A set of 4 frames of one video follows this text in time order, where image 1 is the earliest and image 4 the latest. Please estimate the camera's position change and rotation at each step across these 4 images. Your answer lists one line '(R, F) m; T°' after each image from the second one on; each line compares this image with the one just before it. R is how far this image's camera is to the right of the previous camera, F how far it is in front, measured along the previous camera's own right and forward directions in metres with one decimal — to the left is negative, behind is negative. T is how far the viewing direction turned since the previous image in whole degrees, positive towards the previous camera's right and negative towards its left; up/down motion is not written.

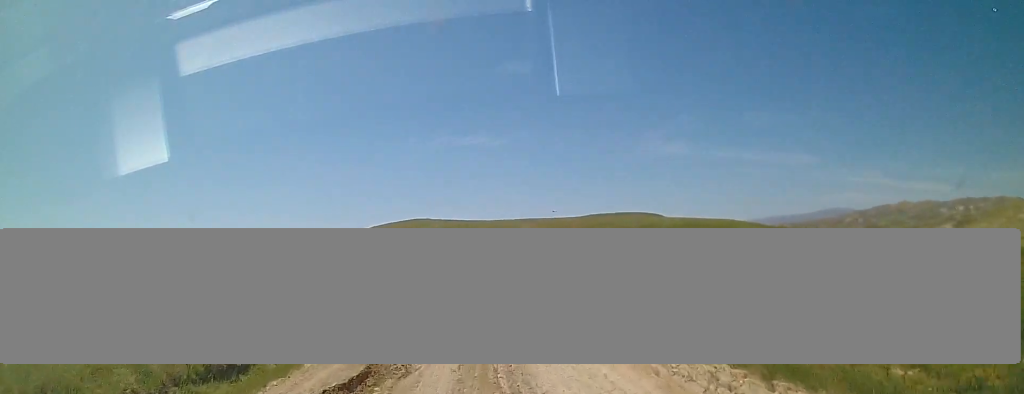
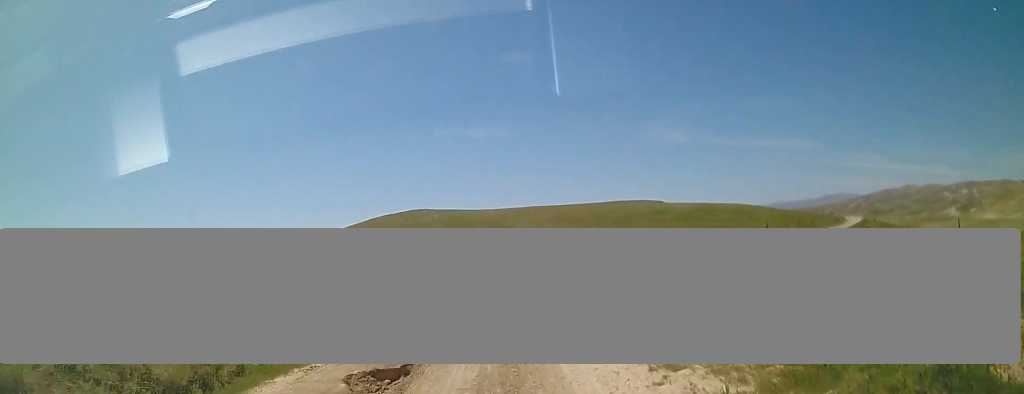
(+0.4, +10.7) m; +2°
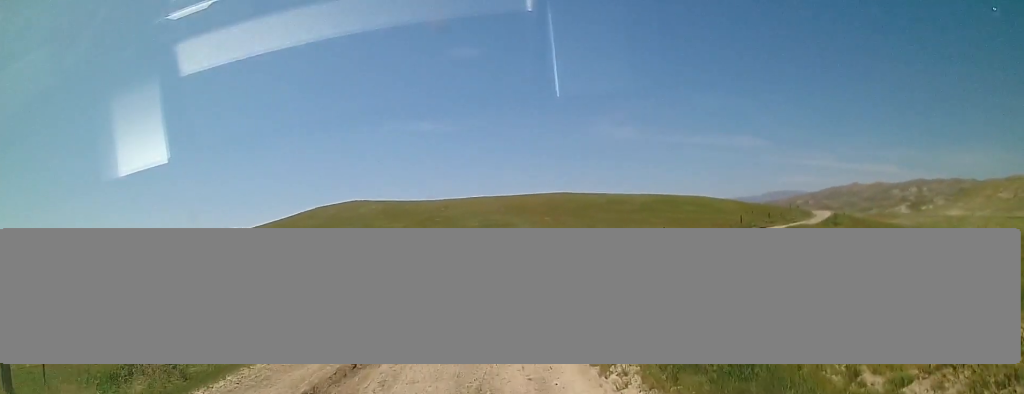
(+0.2, +14.1) m; +6°
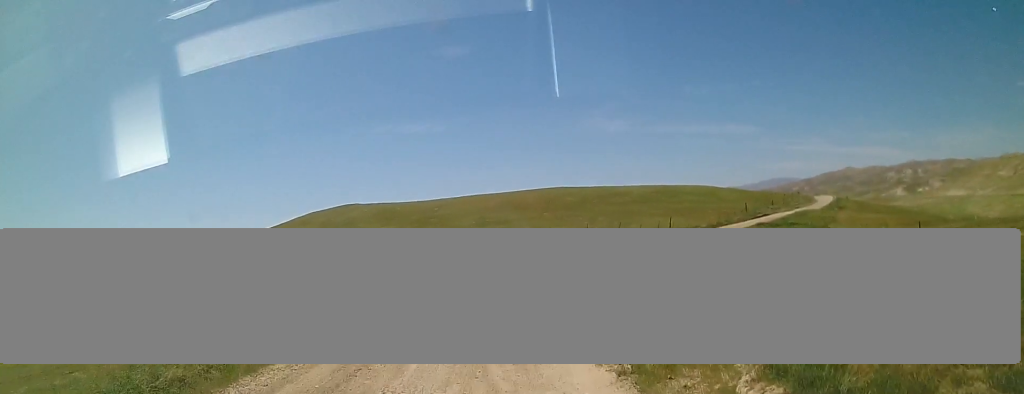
(+0.2, +4.7) m; +3°
